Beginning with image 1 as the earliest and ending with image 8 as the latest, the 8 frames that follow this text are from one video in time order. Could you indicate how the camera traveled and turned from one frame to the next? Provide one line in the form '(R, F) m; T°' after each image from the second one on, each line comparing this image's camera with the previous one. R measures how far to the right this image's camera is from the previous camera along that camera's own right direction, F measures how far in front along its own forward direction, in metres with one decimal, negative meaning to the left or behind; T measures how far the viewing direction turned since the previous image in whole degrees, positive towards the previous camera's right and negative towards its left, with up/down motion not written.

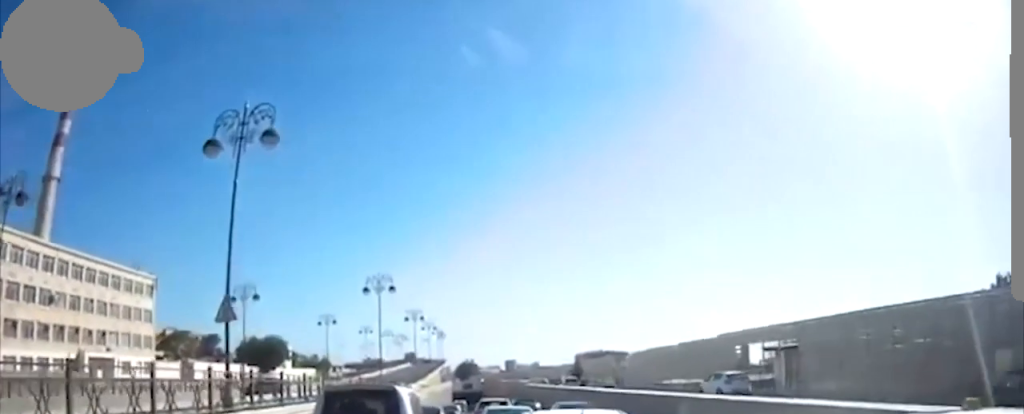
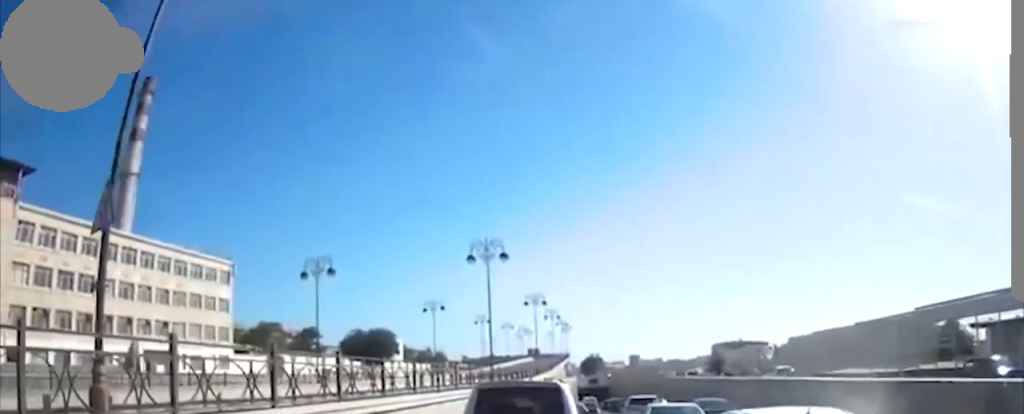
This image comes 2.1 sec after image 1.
(-0.1, +6.9) m; -3°
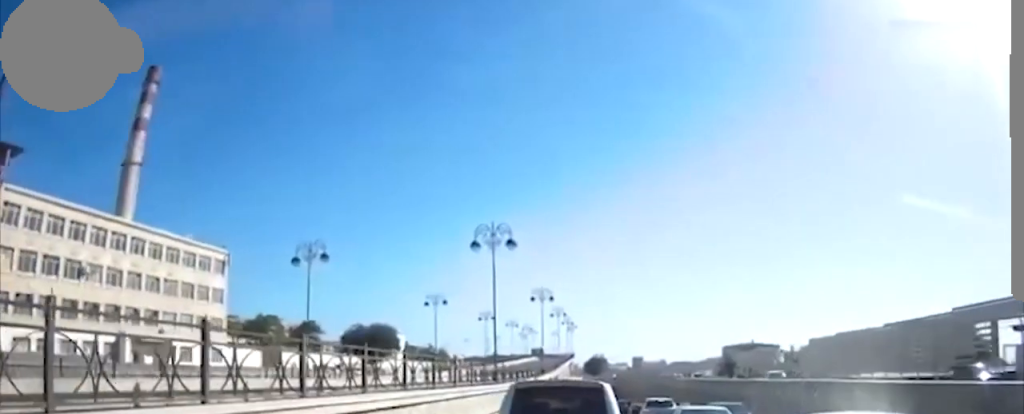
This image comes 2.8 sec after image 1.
(-0.1, +2.7) m; +2°
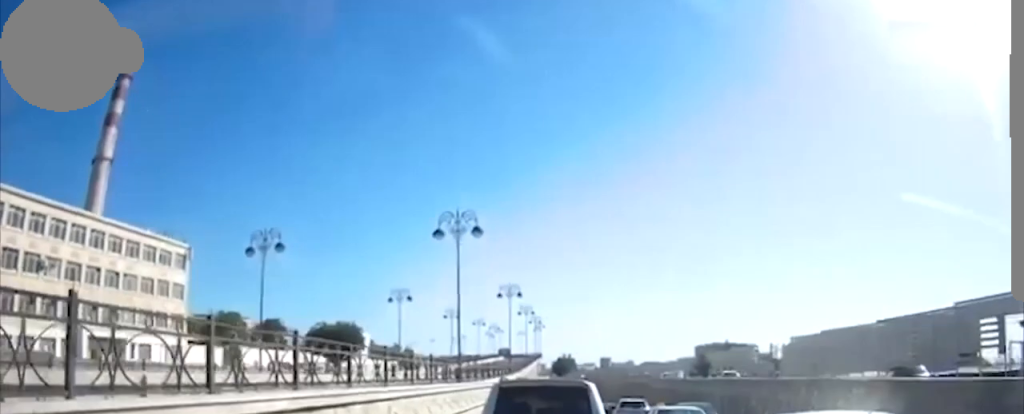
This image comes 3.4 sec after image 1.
(+0.1, +5.7) m; +1°
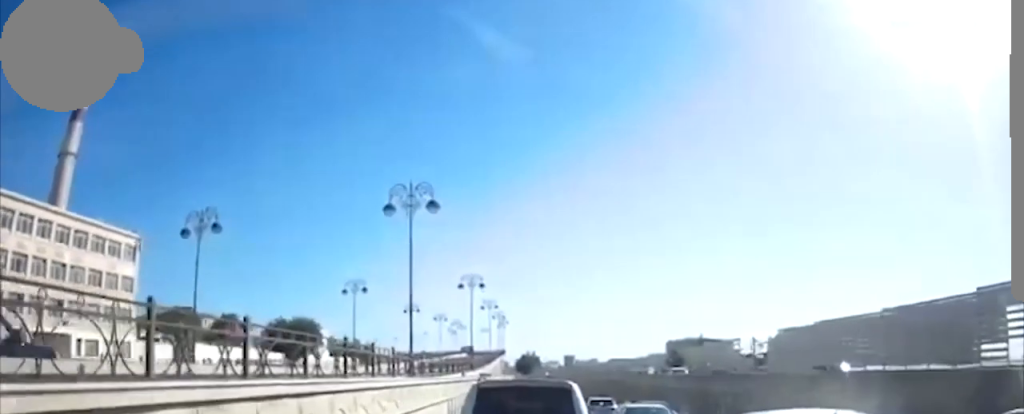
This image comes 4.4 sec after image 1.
(+0.1, +11.4) m; +1°
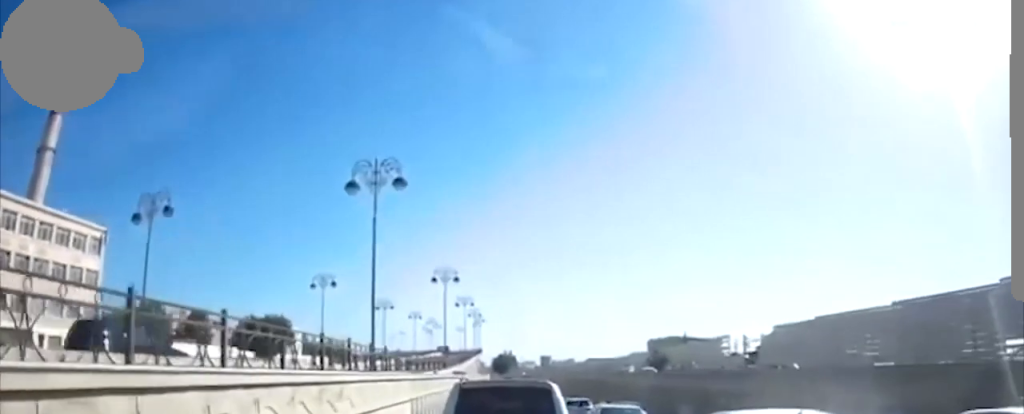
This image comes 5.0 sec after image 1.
(0.0, +9.3) m; 0°
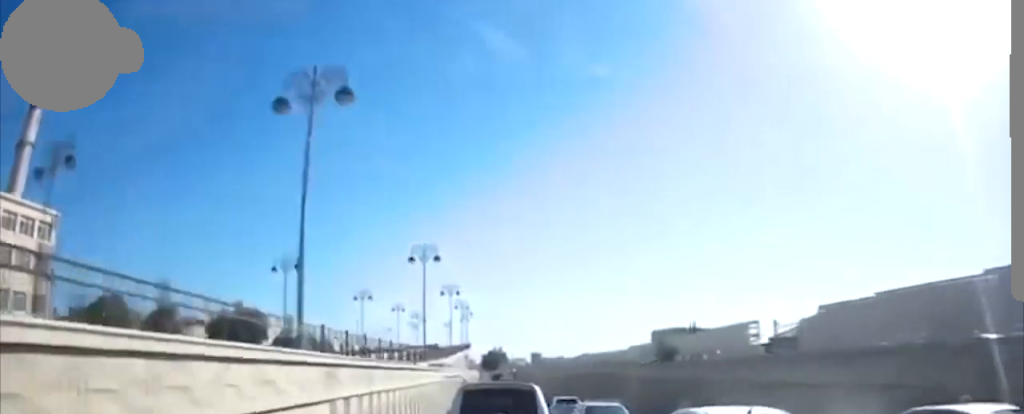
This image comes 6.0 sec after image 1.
(0.0, +17.6) m; 0°
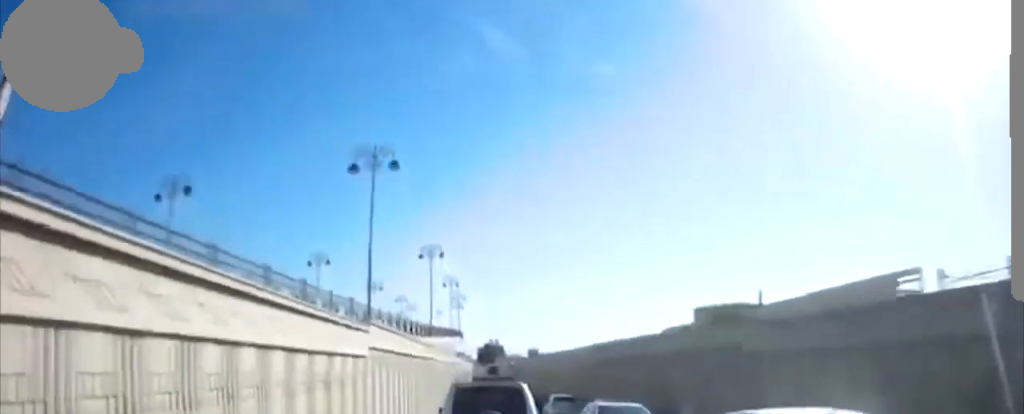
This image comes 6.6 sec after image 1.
(0.0, +10.9) m; 0°
